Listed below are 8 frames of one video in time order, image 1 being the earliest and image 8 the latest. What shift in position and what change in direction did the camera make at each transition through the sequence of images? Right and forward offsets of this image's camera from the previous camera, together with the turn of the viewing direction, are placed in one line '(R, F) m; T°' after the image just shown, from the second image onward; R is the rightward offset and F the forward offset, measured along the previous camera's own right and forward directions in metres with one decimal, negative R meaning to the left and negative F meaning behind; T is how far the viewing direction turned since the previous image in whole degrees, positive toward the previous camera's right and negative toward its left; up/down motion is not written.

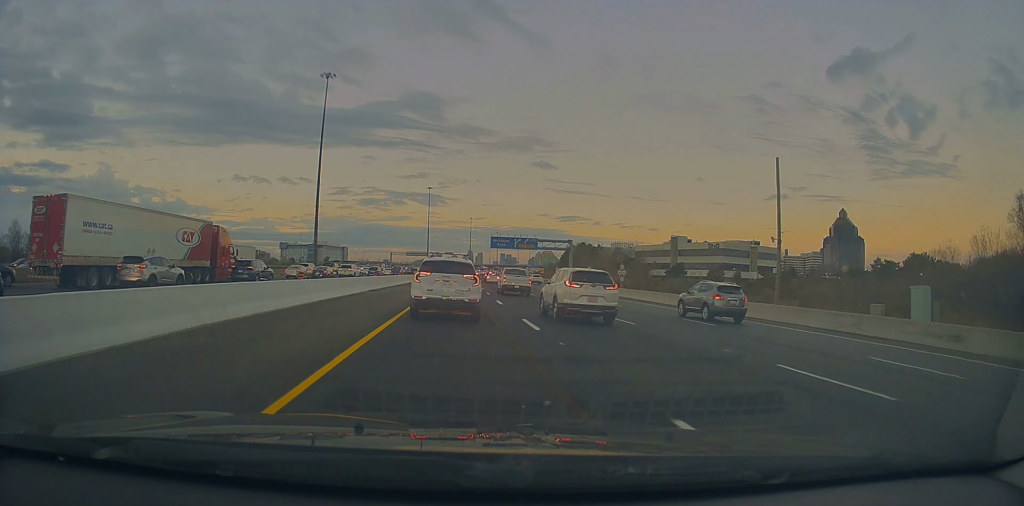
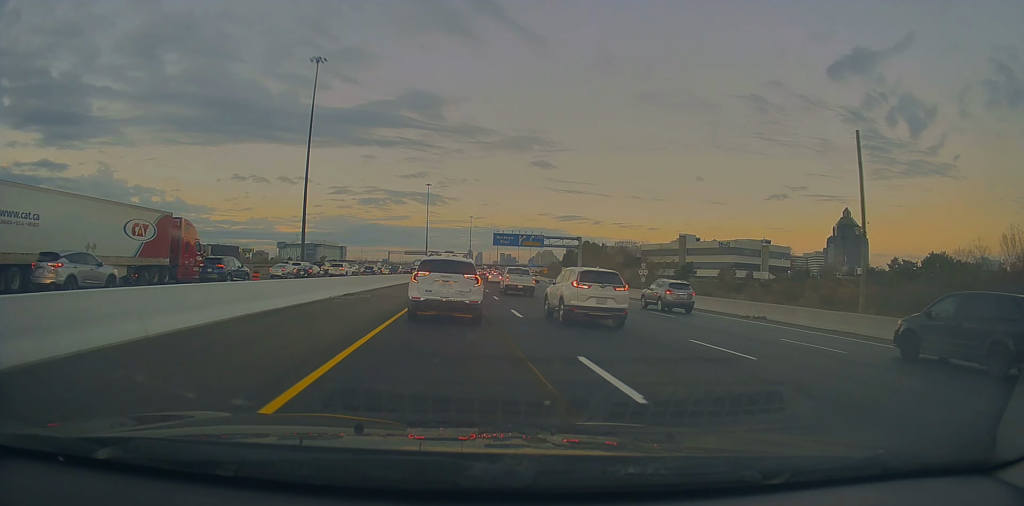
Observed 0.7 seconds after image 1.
(-0.1, +7.8) m; -1°
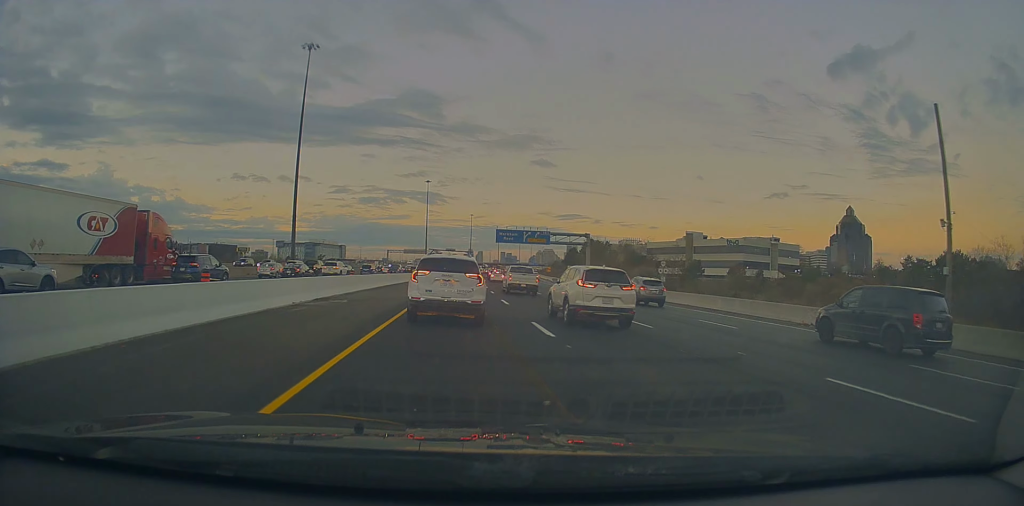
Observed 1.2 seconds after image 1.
(-0.2, +5.7) m; -1°
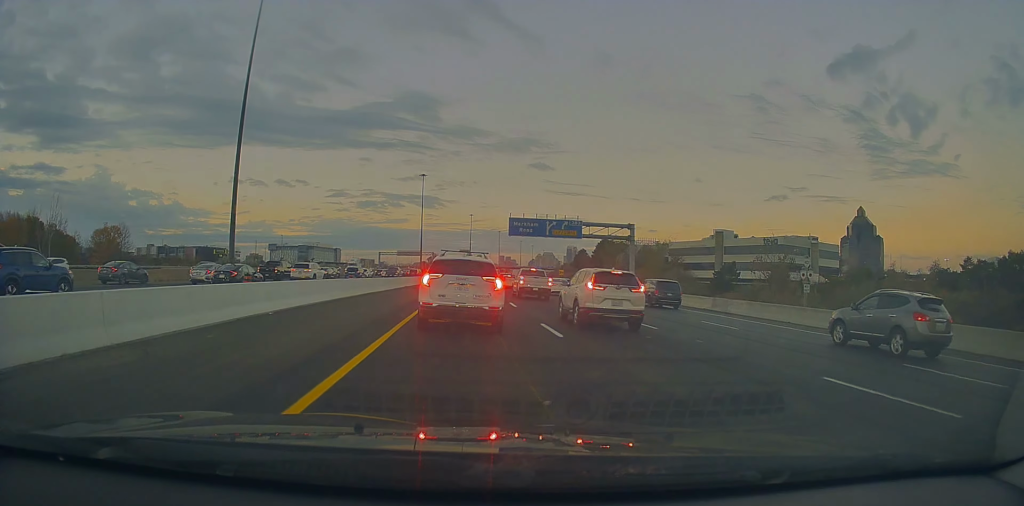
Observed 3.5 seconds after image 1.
(+0.2, +23.9) m; +2°
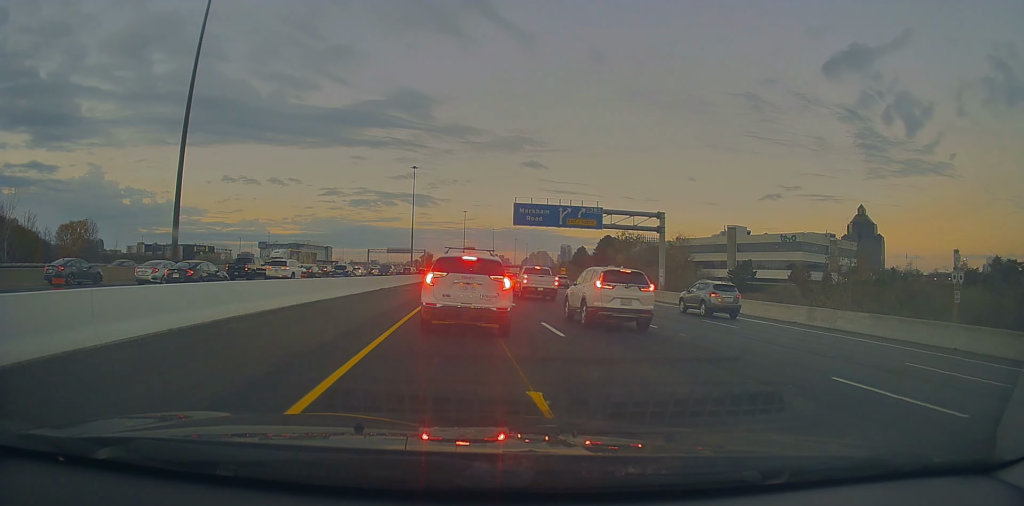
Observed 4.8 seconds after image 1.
(+0.2, +12.1) m; +1°
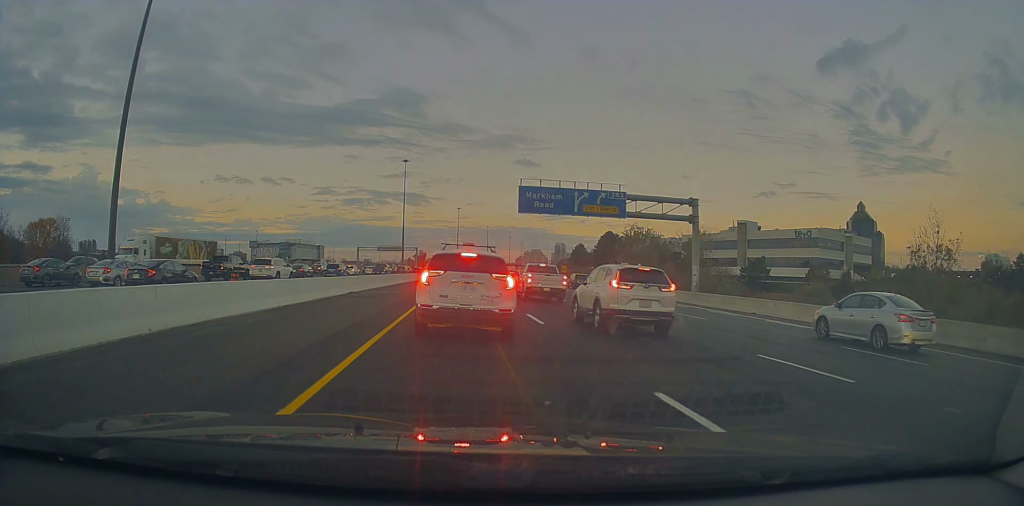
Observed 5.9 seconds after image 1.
(0.0, +9.5) m; 0°
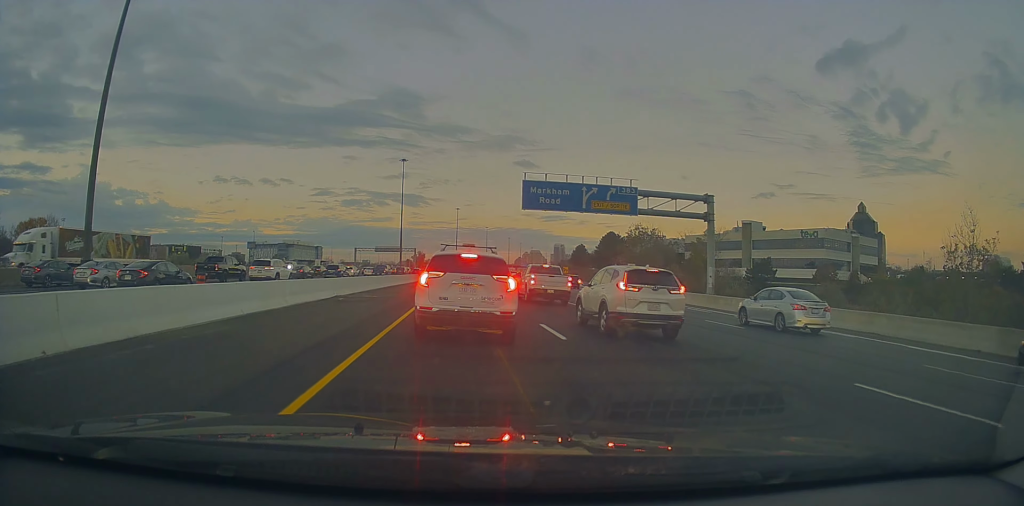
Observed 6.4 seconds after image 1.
(-0.1, +3.4) m; 0°
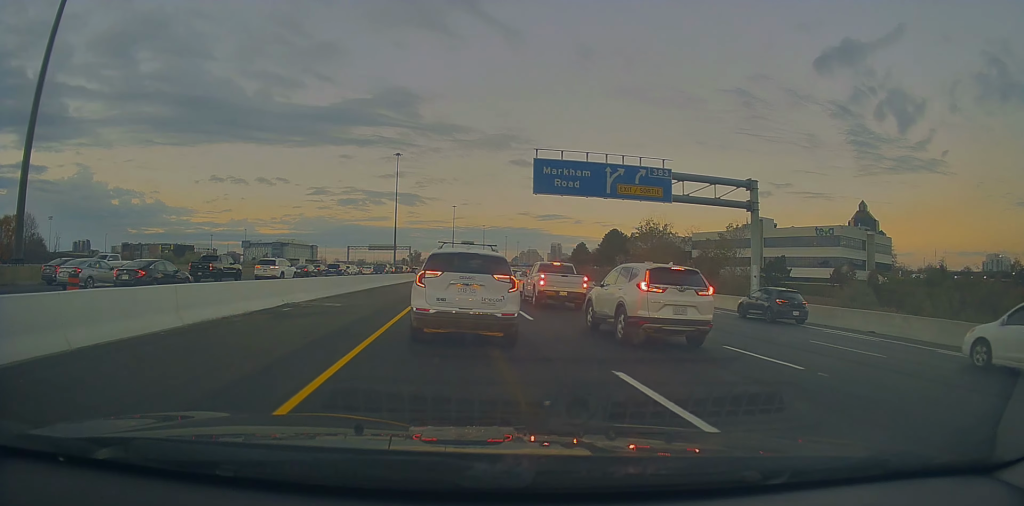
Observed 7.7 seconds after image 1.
(+0.1, +7.3) m; 0°
